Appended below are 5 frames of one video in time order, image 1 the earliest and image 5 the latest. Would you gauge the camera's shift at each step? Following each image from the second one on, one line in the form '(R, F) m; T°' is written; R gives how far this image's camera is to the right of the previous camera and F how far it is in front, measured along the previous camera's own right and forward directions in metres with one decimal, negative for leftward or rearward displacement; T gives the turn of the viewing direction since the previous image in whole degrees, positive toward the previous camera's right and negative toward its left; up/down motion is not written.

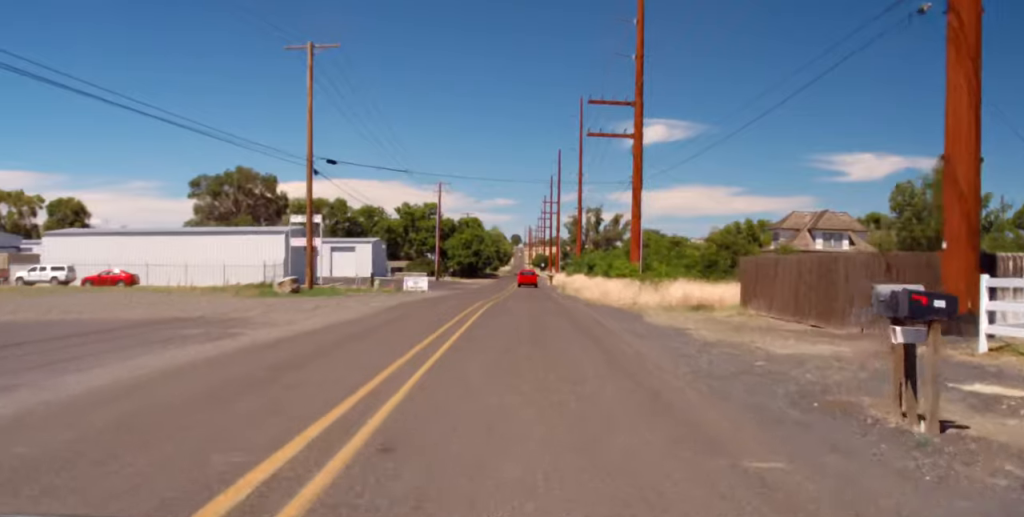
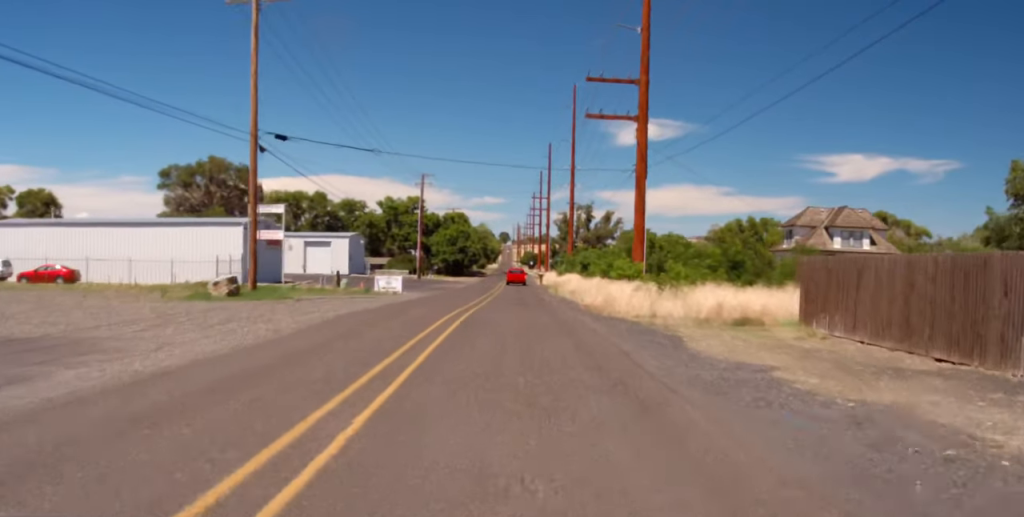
(0.0, +8.5) m; 0°
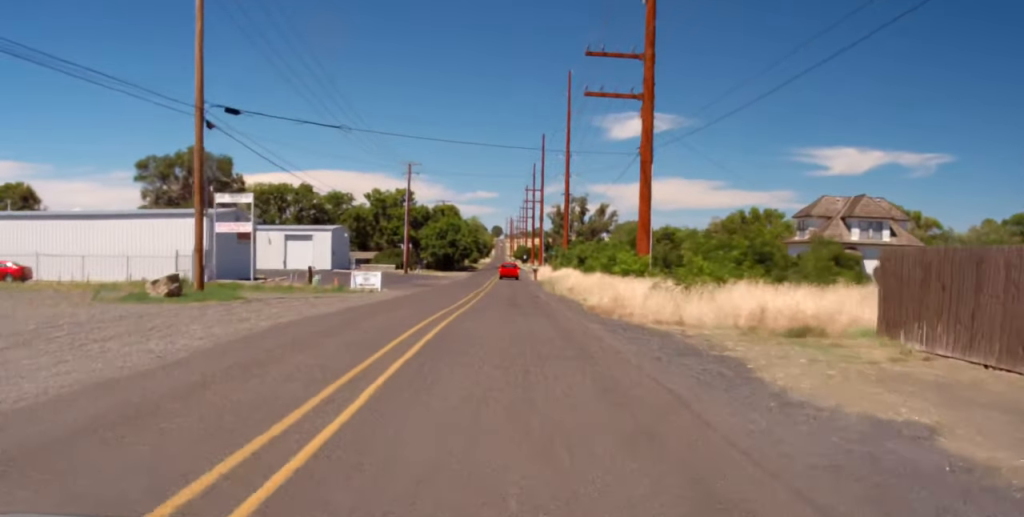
(0.0, +6.1) m; 0°
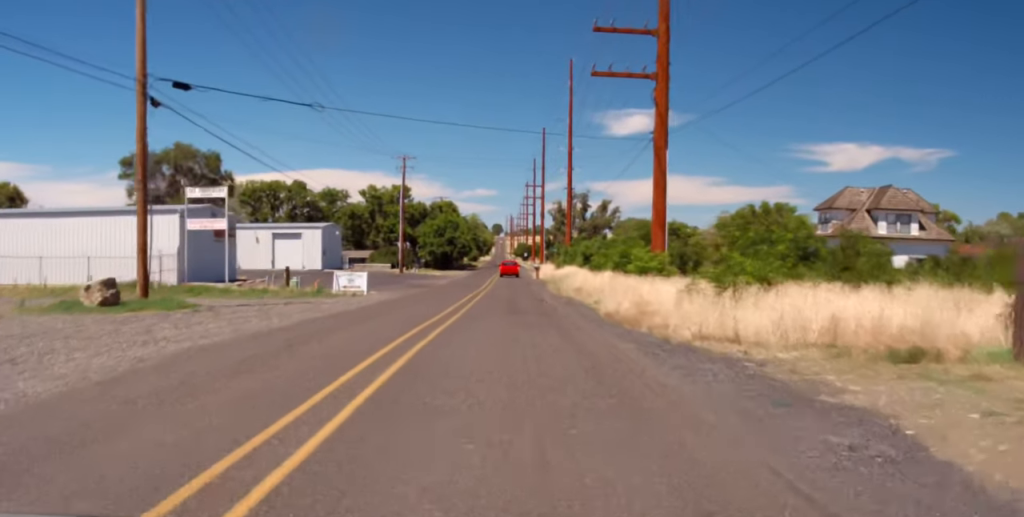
(0.0, +5.5) m; 0°
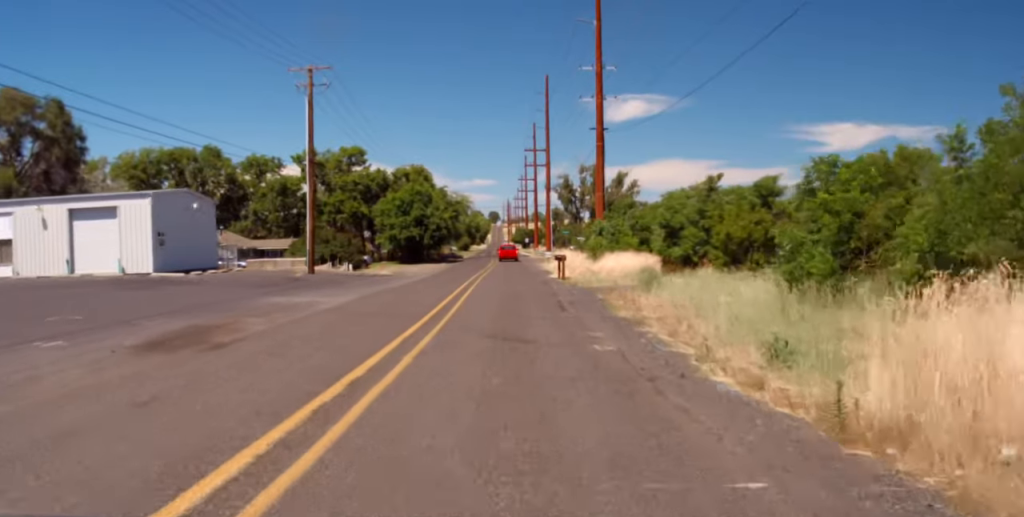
(+0.4, +46.5) m; 0°
